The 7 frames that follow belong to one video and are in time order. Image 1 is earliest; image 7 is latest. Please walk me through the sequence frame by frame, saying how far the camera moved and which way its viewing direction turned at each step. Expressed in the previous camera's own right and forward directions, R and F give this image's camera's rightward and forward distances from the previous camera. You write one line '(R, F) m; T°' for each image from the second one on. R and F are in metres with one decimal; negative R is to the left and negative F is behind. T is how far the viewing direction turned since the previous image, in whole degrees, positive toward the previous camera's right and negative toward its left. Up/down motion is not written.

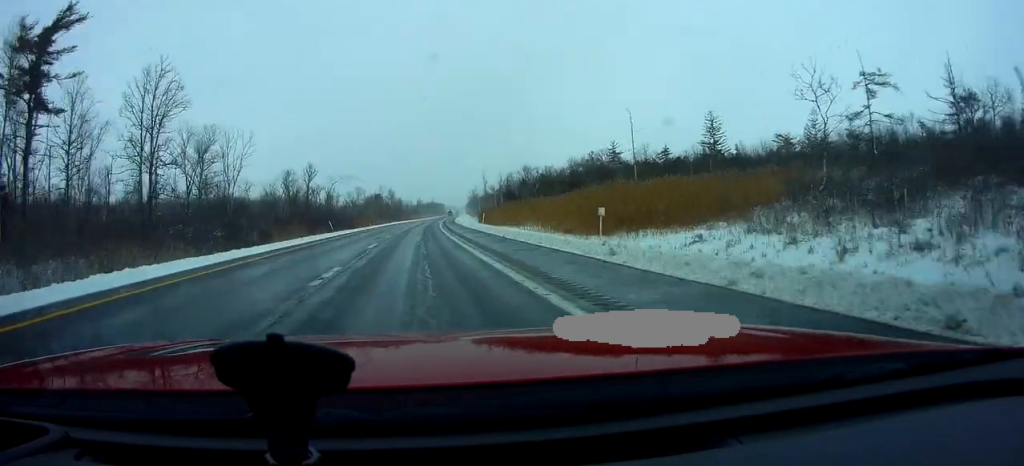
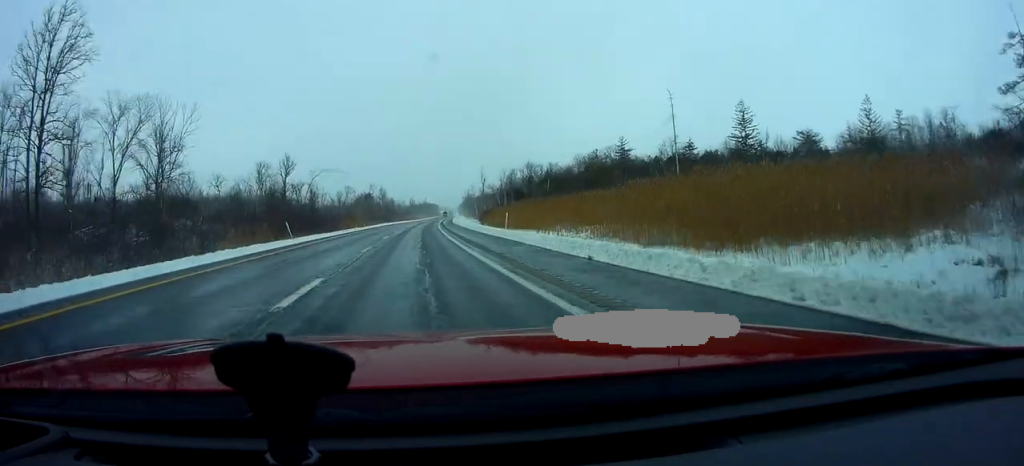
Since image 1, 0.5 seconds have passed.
(+0.1, +15.1) m; 0°
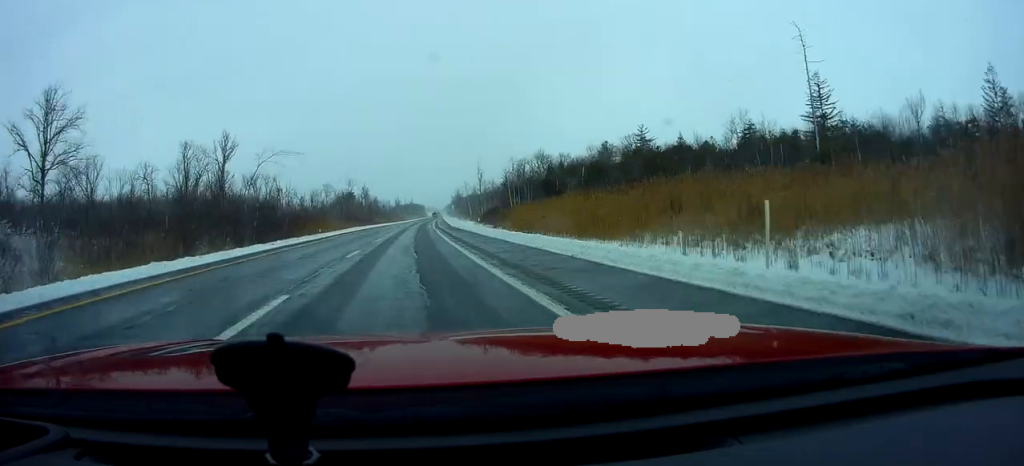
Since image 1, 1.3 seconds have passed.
(-0.2, +26.9) m; 0°
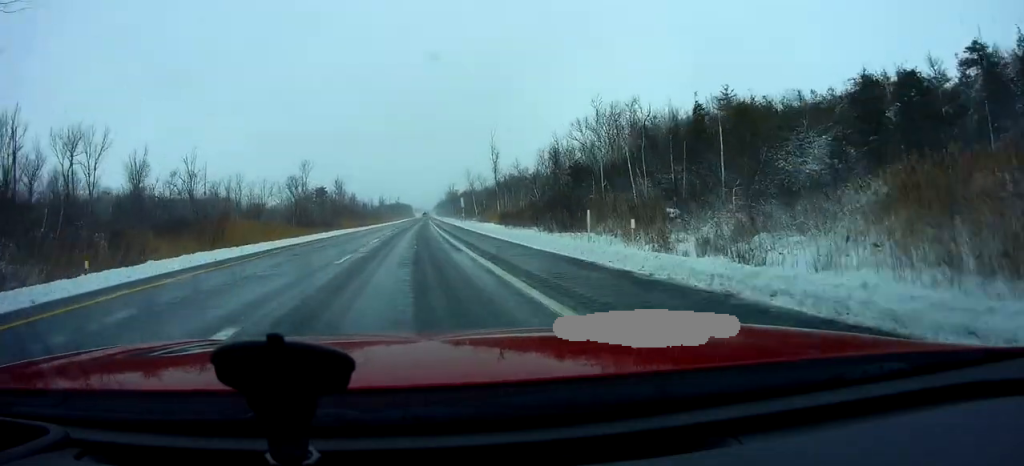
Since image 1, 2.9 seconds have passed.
(+1.9, +51.5) m; +4°
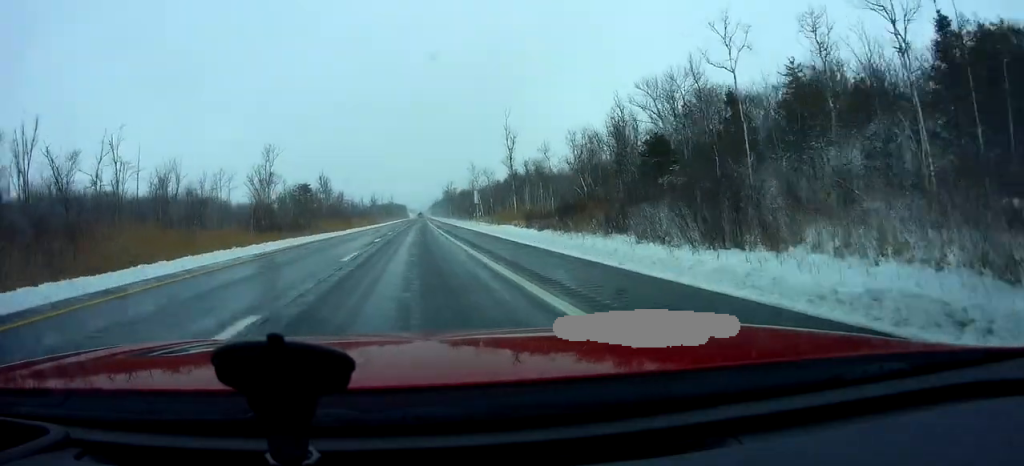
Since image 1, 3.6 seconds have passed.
(+0.3, +23.6) m; 0°
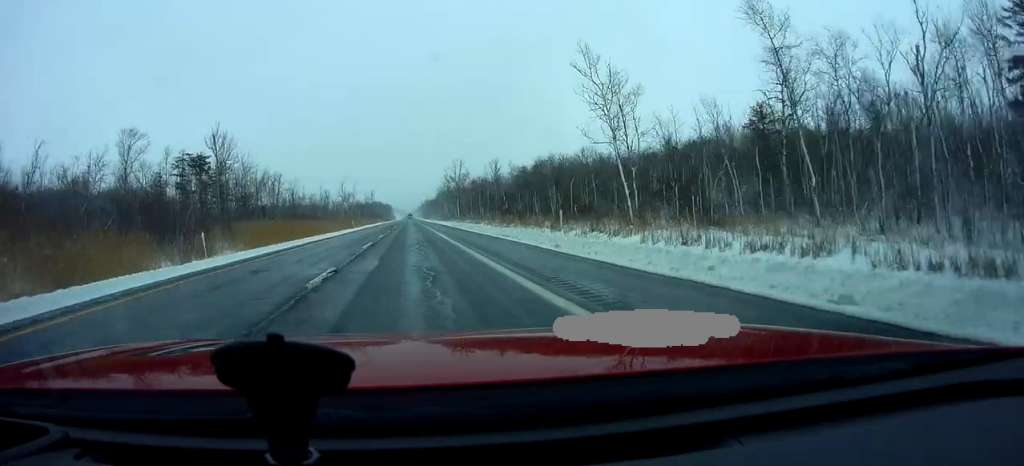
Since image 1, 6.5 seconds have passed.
(-0.4, +91.2) m; +1°
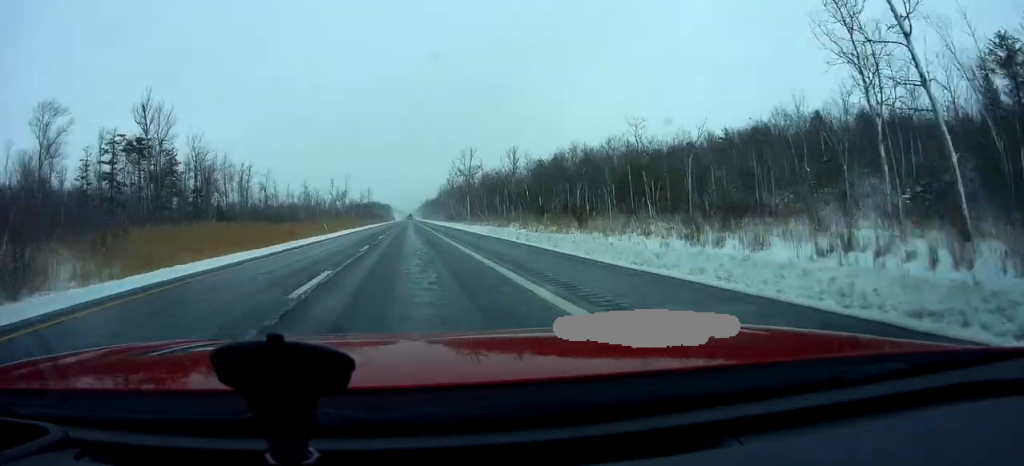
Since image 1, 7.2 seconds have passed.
(+0.2, +24.8) m; 0°
